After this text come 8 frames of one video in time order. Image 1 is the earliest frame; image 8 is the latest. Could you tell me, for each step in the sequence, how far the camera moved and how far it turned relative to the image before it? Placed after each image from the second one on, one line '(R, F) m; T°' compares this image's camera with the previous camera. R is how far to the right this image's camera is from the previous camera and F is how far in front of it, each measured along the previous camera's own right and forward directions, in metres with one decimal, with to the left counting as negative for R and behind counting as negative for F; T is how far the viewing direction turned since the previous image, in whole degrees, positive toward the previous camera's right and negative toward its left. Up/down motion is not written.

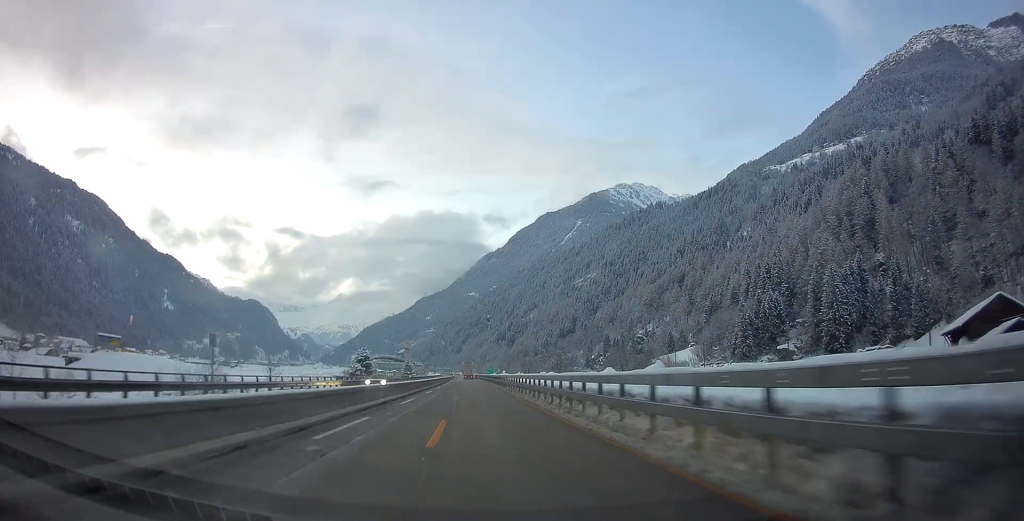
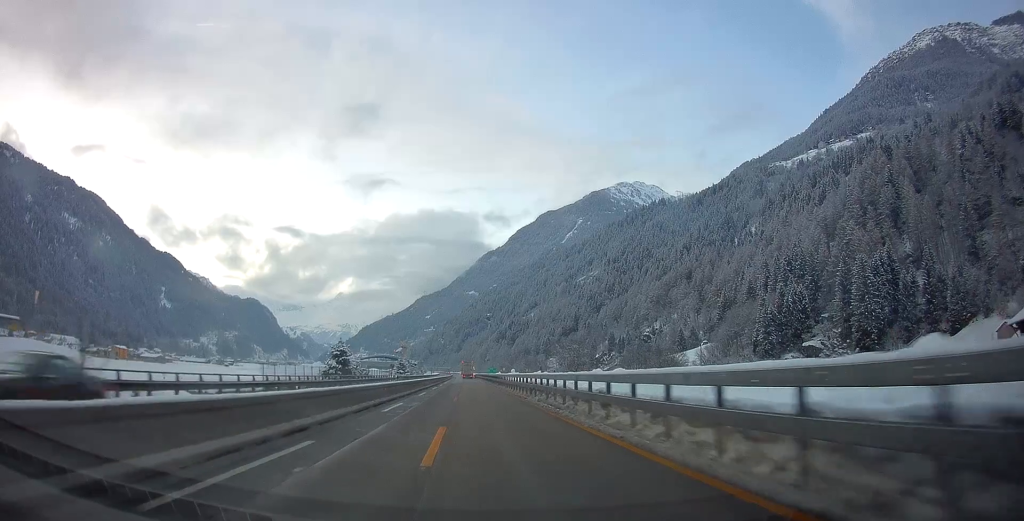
(0.0, +20.7) m; 0°
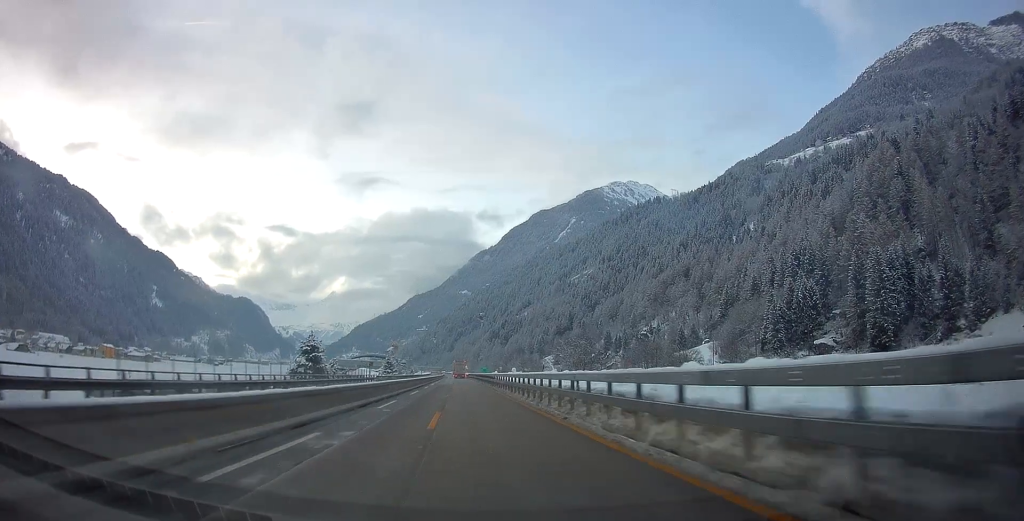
(0.0, +13.5) m; 0°
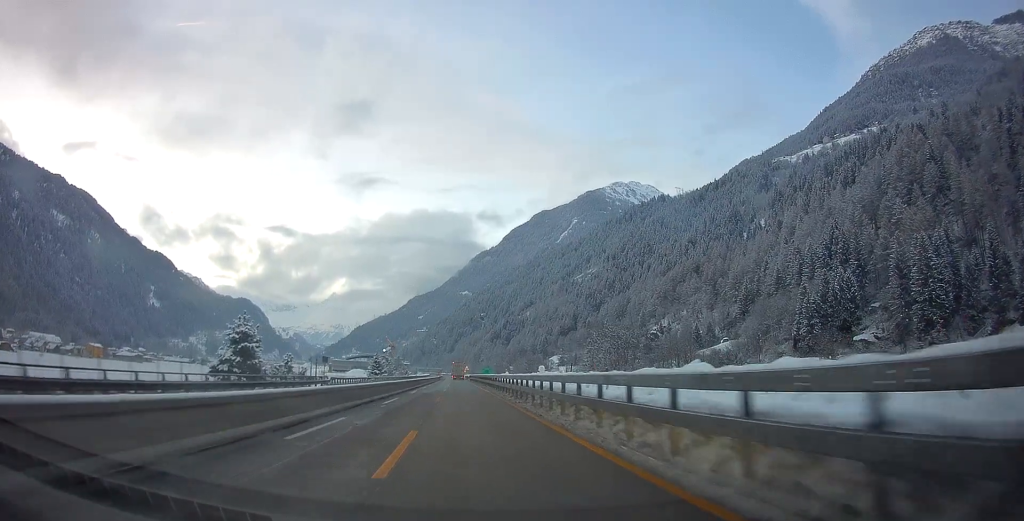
(0.0, +23.8) m; 0°
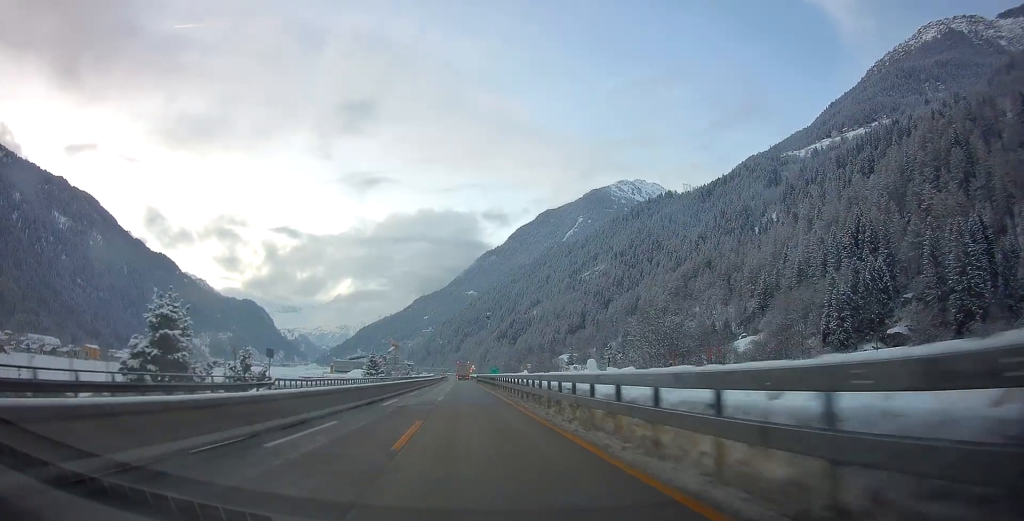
(0.0, +15.9) m; 0°
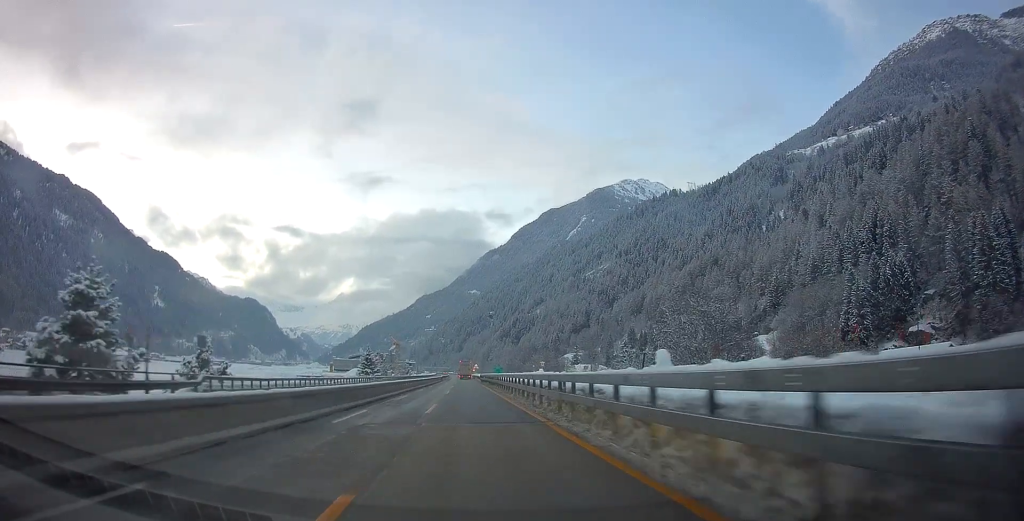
(0.0, +9.5) m; 0°
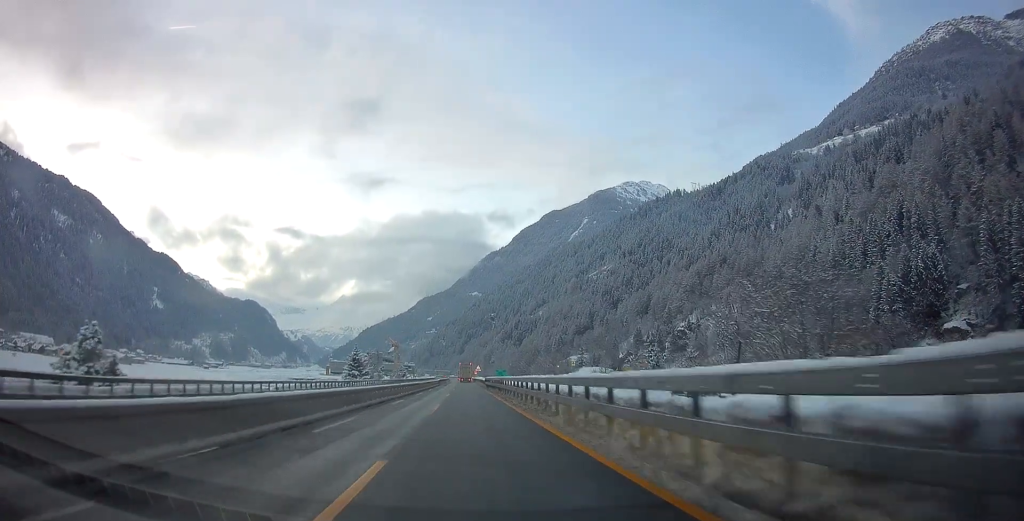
(0.0, +15.9) m; 0°
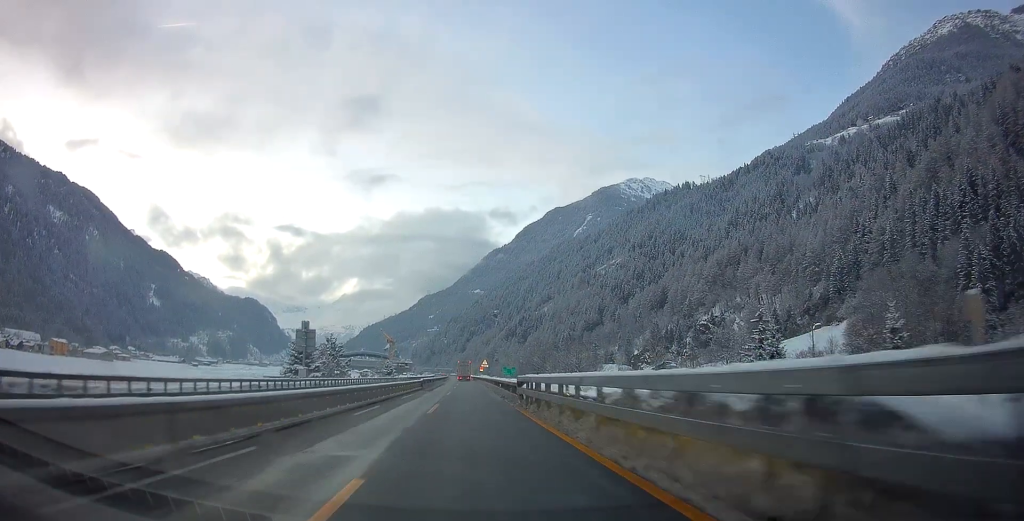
(-0.6, +38.1) m; -1°
